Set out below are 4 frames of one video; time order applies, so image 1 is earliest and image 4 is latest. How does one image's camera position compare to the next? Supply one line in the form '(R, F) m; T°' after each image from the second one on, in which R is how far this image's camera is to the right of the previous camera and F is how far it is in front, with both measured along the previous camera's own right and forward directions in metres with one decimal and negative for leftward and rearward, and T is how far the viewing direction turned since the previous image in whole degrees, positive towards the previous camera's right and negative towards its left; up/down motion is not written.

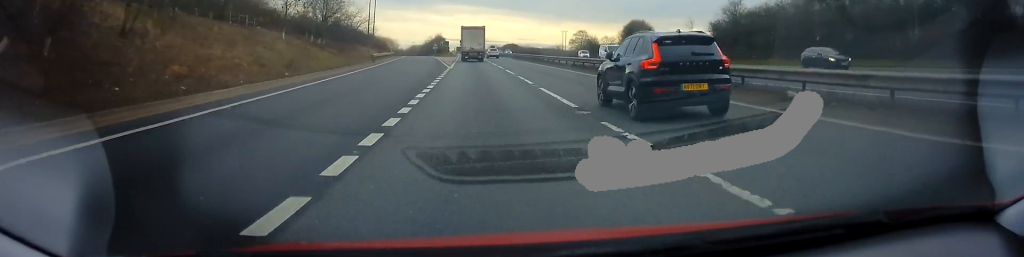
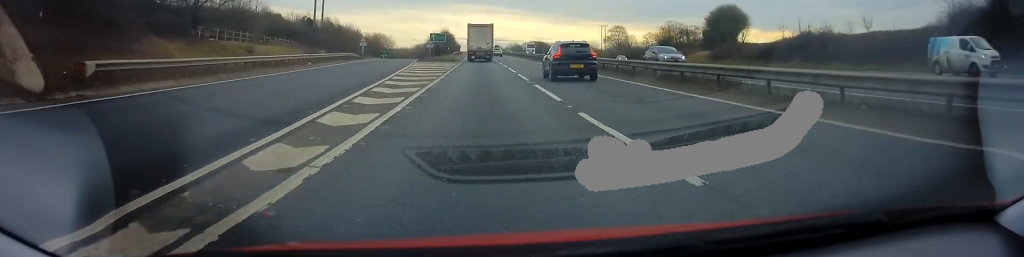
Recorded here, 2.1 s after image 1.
(+0.1, +49.7) m; 0°
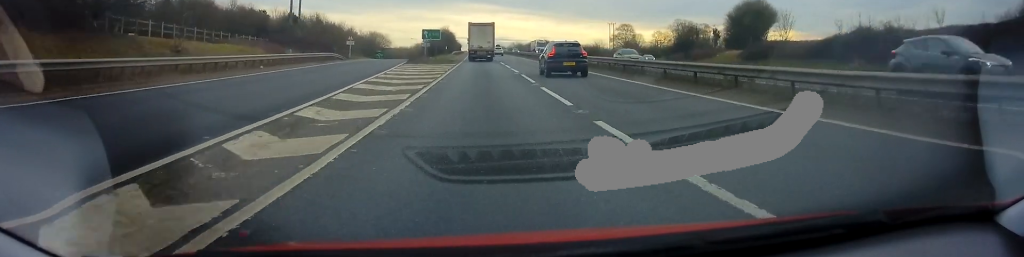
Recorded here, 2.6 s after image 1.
(-0.2, +10.0) m; -1°
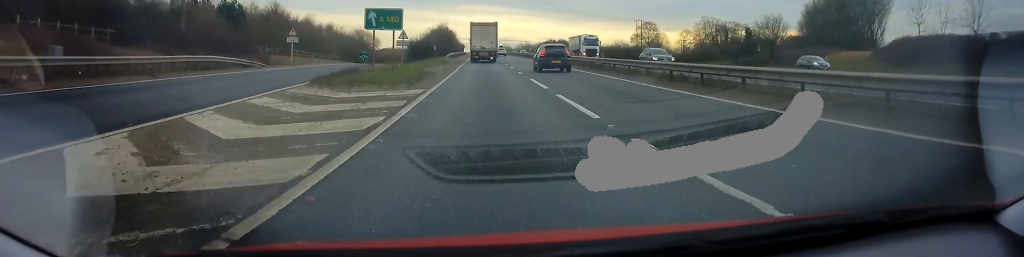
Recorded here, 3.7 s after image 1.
(-0.3, +27.7) m; -1°
